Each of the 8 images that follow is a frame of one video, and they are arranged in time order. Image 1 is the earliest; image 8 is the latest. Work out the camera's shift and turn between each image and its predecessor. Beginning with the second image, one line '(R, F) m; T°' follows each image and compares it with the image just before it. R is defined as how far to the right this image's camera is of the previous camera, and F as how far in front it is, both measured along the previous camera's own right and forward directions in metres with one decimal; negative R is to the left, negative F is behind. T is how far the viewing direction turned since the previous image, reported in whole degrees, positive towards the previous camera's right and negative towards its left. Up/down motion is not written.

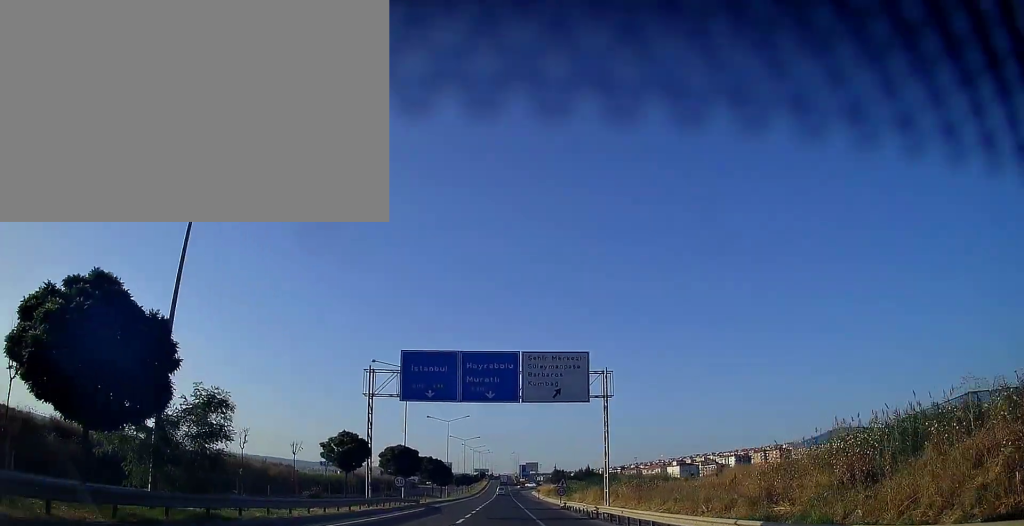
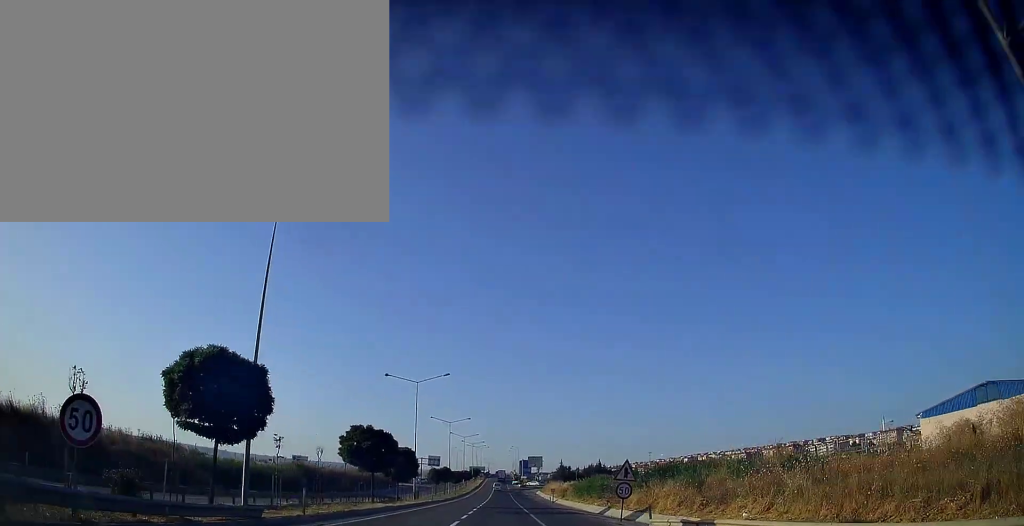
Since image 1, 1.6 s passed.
(+0.2, +33.4) m; 0°
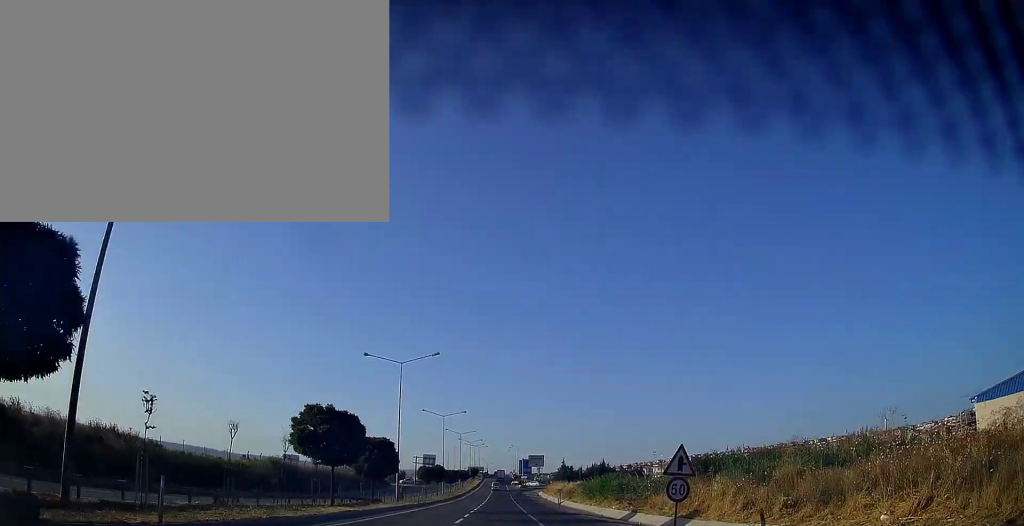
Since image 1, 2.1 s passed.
(-0.1, +9.6) m; 0°
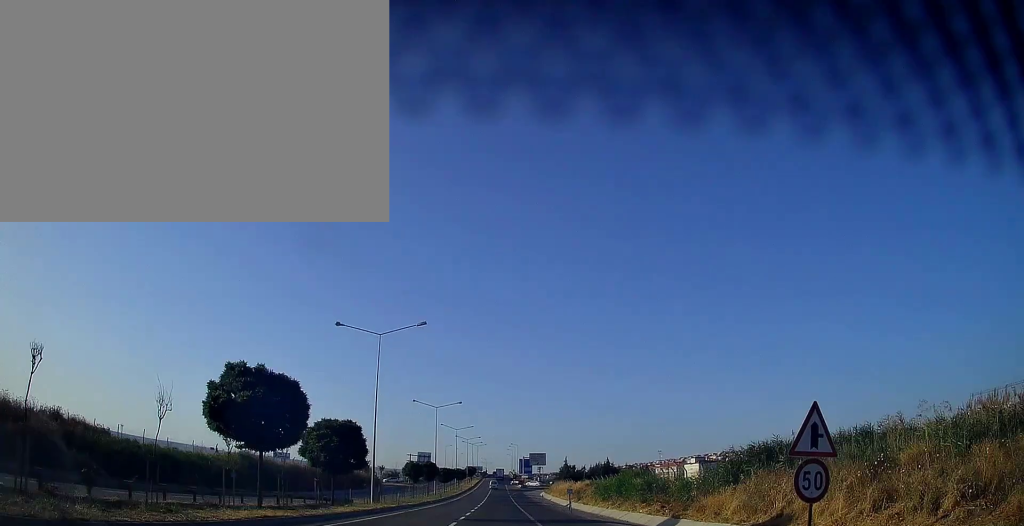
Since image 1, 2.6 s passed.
(0.0, +9.5) m; 0°
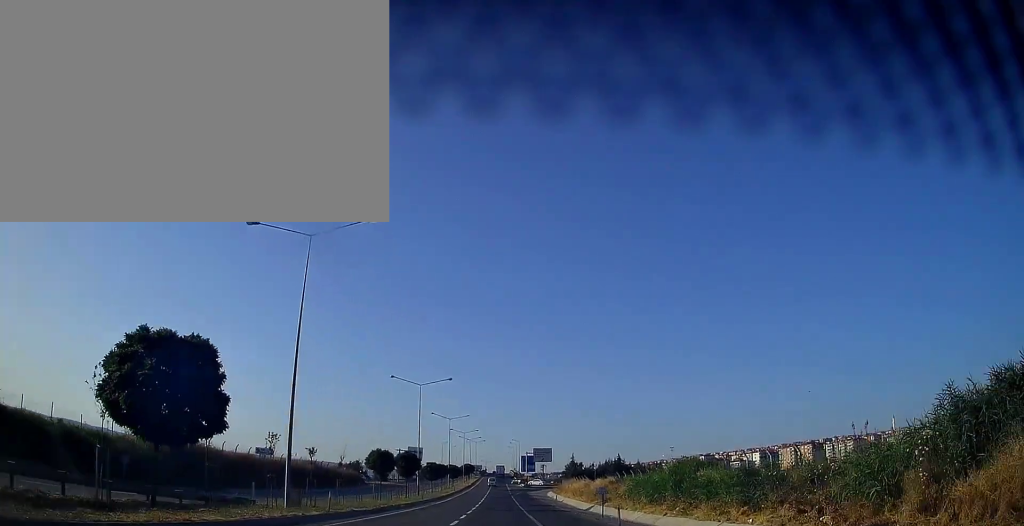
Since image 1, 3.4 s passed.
(0.0, +17.0) m; 0°
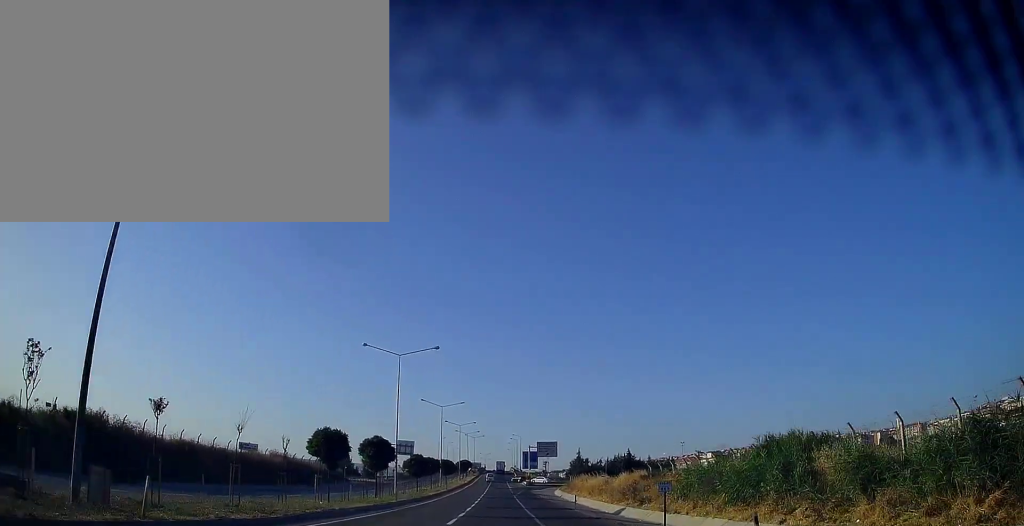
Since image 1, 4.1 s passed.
(0.0, +13.7) m; 0°
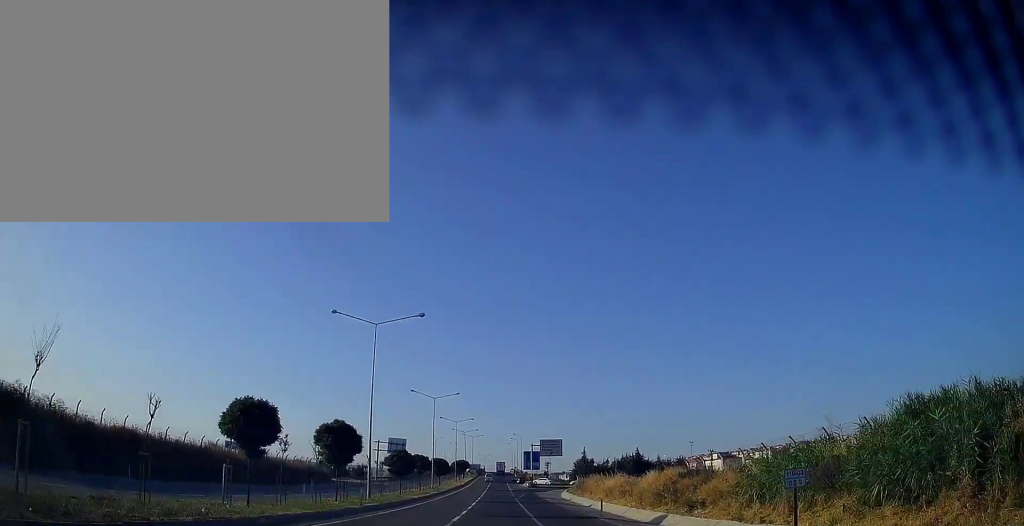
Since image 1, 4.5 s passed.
(+0.1, +9.6) m; 0°
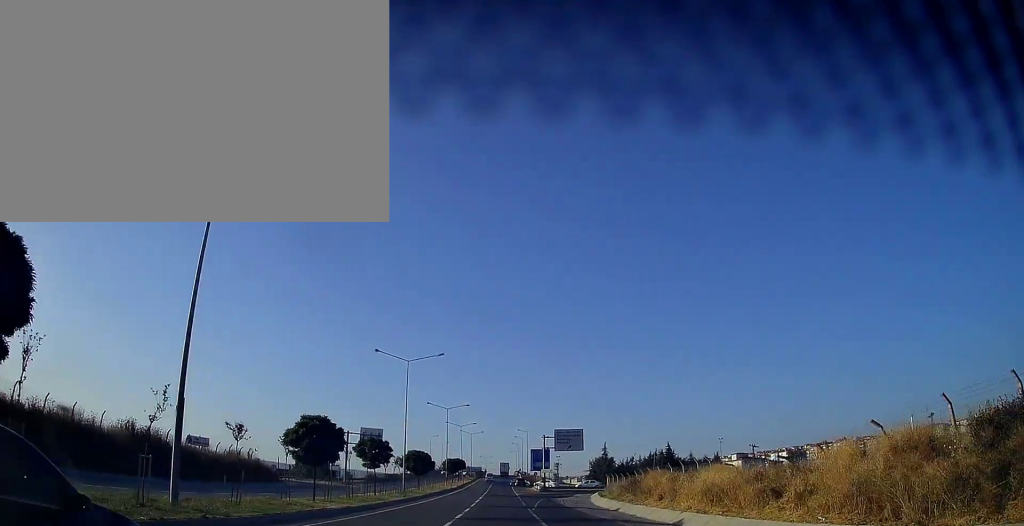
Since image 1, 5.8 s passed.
(-0.2, +26.0) m; 0°
